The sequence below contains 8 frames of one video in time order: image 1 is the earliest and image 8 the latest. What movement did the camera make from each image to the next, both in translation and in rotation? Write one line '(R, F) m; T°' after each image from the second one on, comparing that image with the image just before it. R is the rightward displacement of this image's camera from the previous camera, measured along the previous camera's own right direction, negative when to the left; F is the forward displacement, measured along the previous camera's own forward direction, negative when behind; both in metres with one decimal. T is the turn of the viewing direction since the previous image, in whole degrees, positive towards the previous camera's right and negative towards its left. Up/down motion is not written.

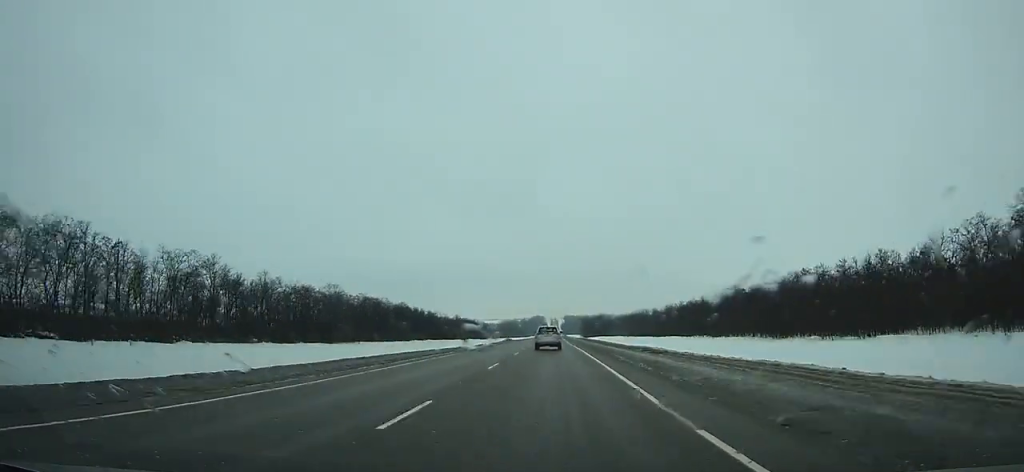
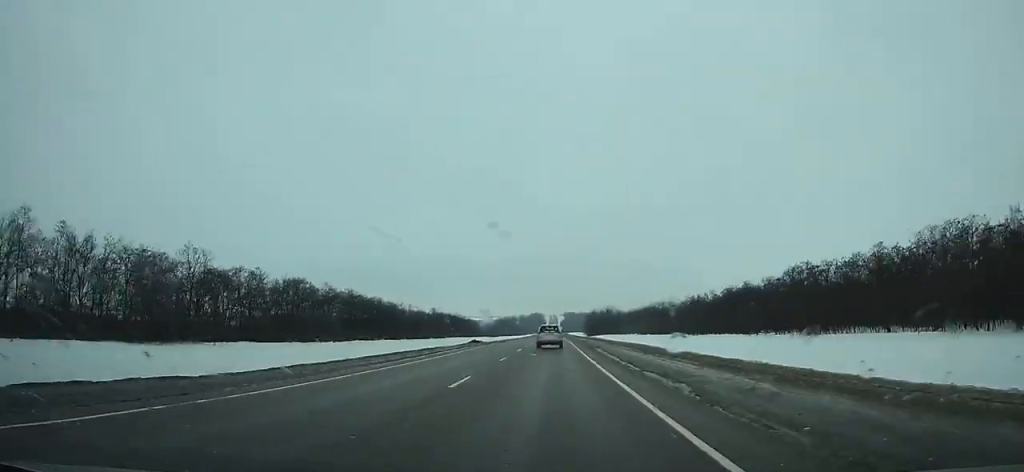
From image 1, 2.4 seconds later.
(0.0, +54.8) m; 0°
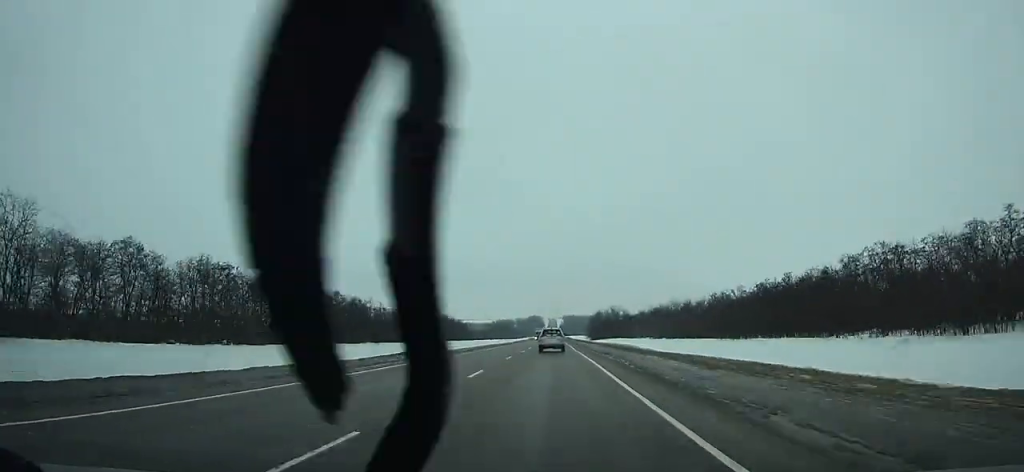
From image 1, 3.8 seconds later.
(-0.1, +32.3) m; 0°
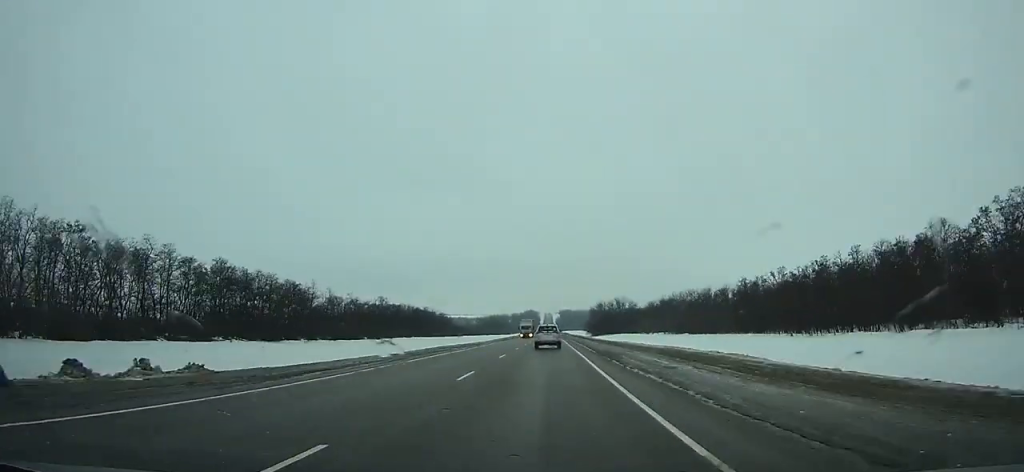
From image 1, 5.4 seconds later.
(+0.1, +37.8) m; 0°
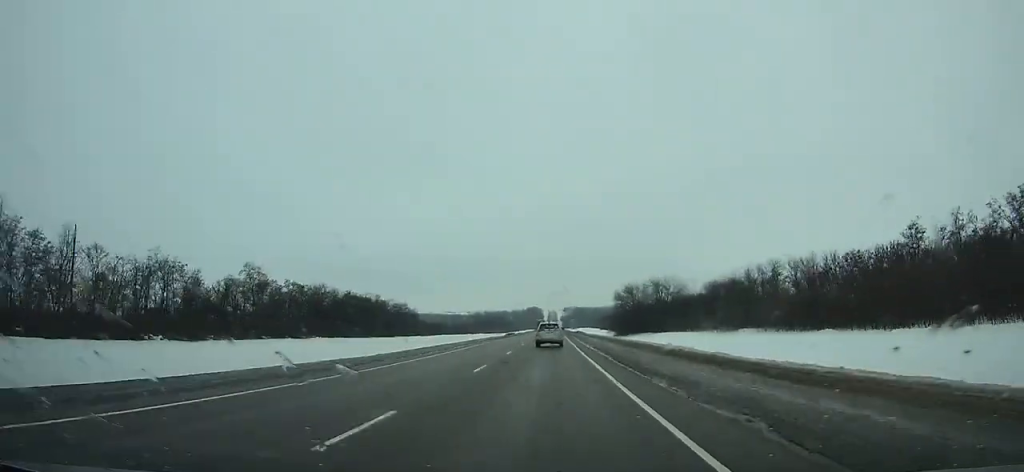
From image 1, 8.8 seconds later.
(-0.1, +80.6) m; 0°
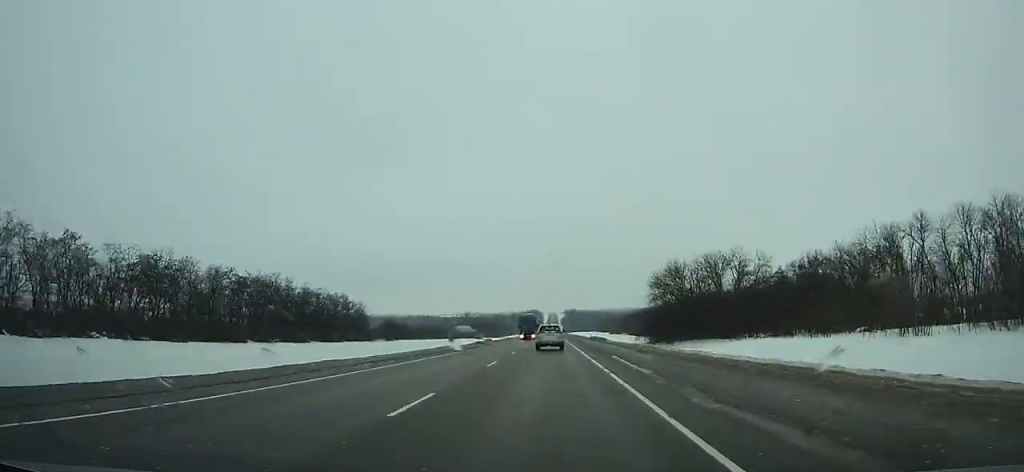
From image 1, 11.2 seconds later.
(-0.1, +56.8) m; 0°
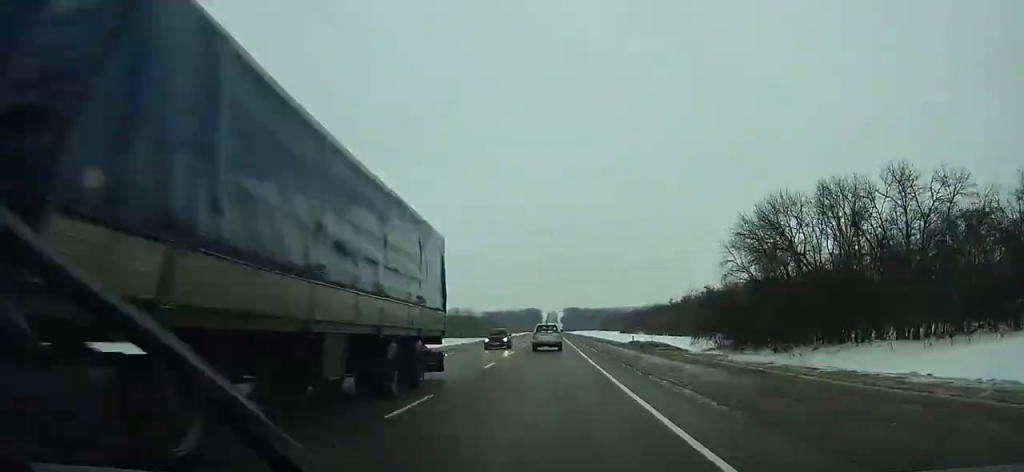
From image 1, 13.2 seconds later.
(0.0, +47.2) m; 0°
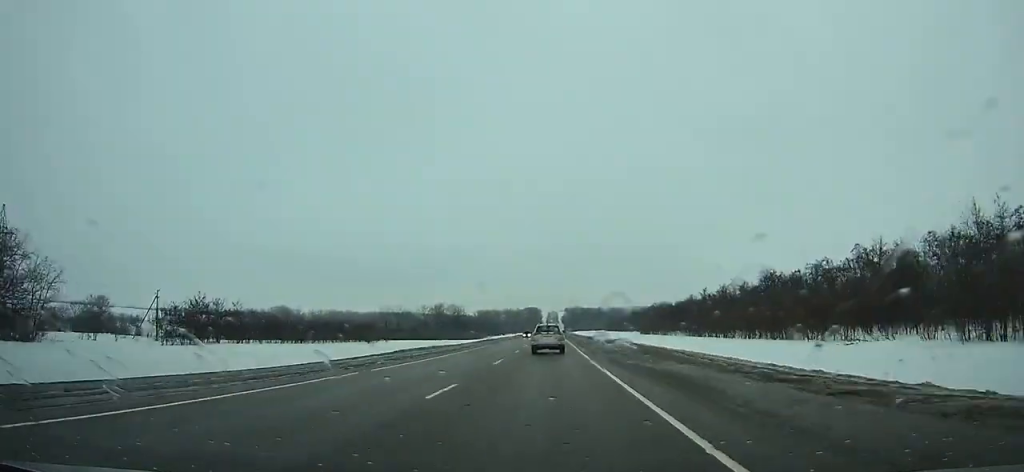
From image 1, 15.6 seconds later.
(0.0, +56.7) m; 0°
